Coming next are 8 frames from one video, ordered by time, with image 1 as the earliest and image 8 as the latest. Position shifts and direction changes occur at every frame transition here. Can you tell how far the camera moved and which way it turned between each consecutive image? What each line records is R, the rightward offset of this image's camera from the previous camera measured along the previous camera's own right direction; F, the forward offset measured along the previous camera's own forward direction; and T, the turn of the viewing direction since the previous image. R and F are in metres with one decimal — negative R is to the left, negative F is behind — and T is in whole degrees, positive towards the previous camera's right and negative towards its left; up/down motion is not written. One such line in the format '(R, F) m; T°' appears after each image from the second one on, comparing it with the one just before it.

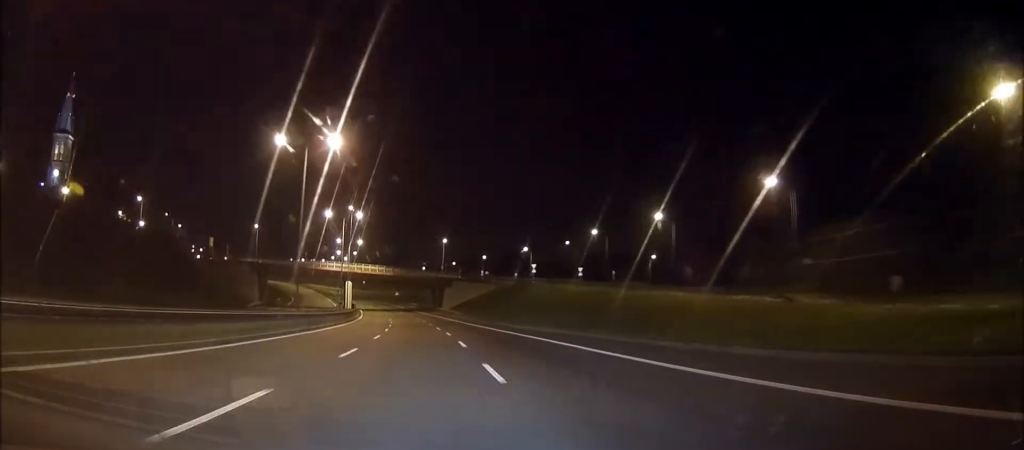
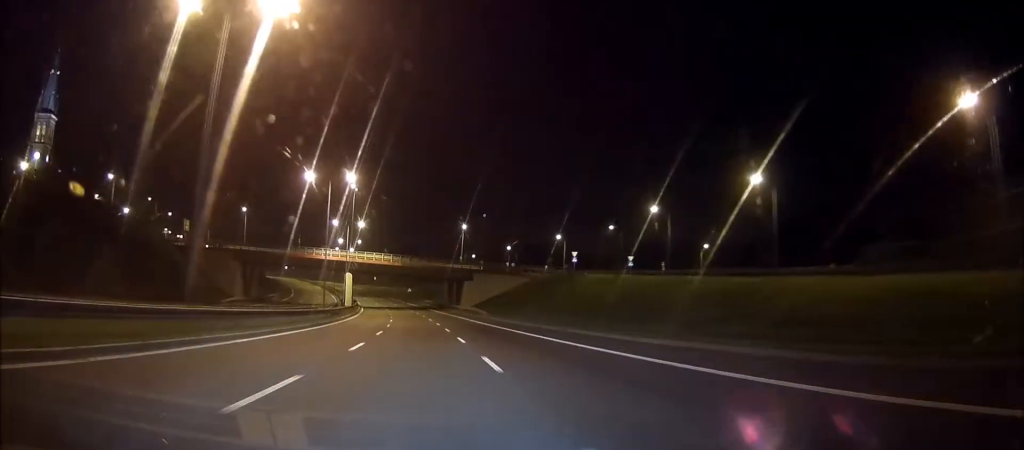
(-0.2, +22.4) m; -1°
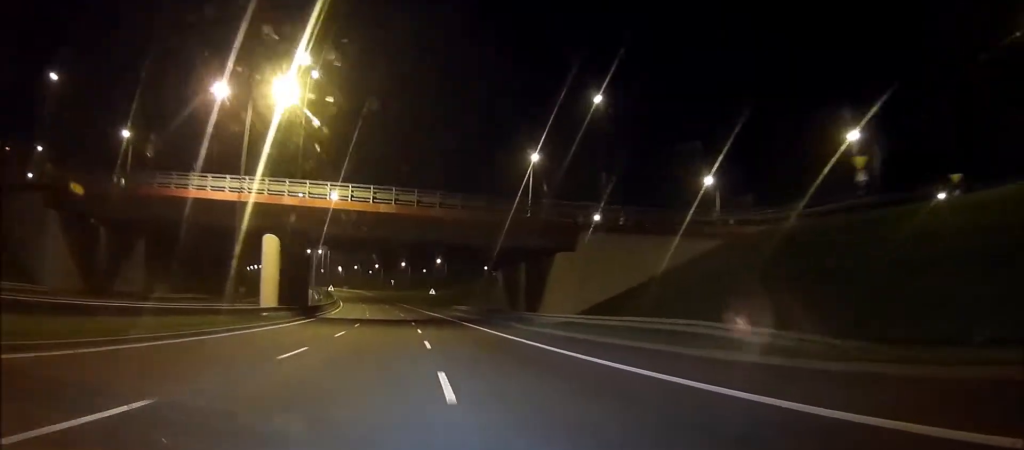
(-2.0, +64.4) m; -4°
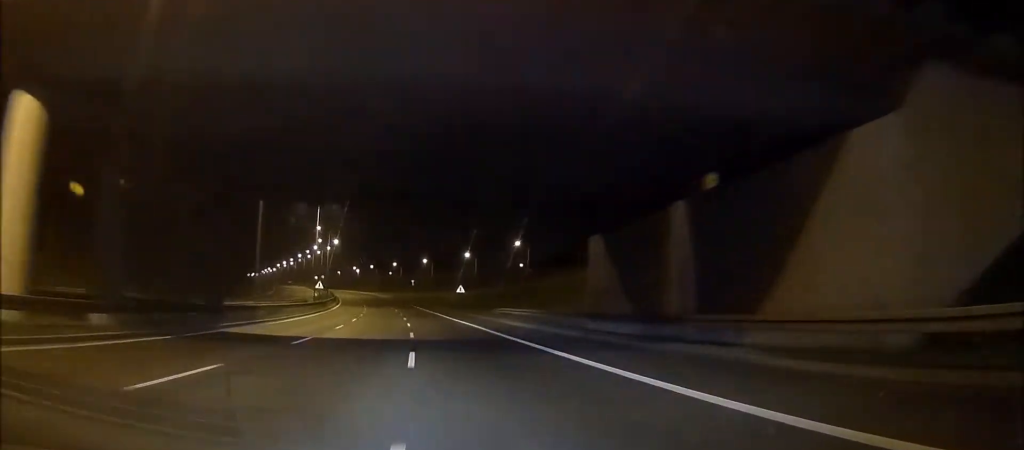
(-0.7, +31.1) m; -2°
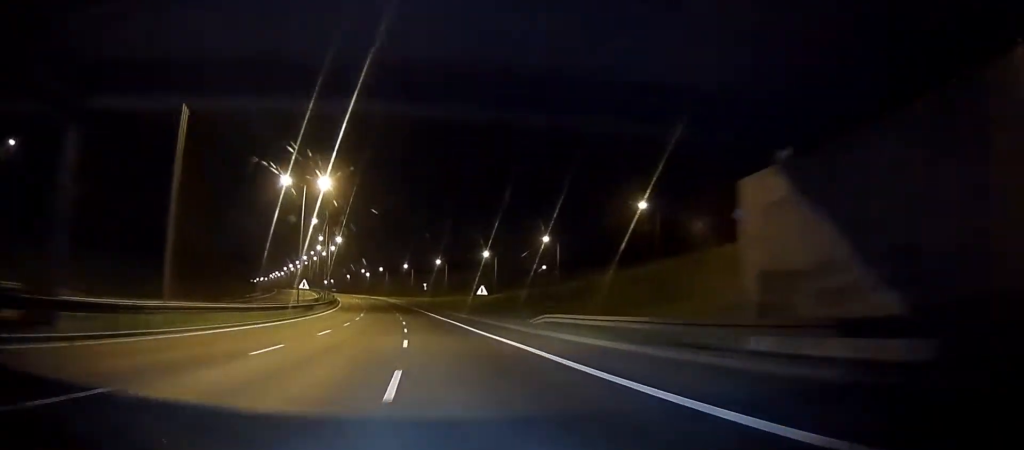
(-0.3, +16.5) m; -1°
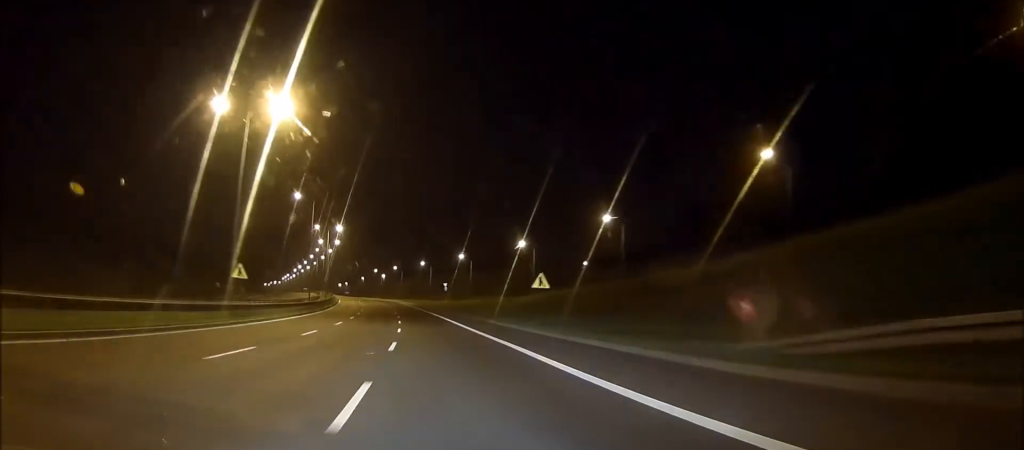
(0.0, +26.0) m; -2°
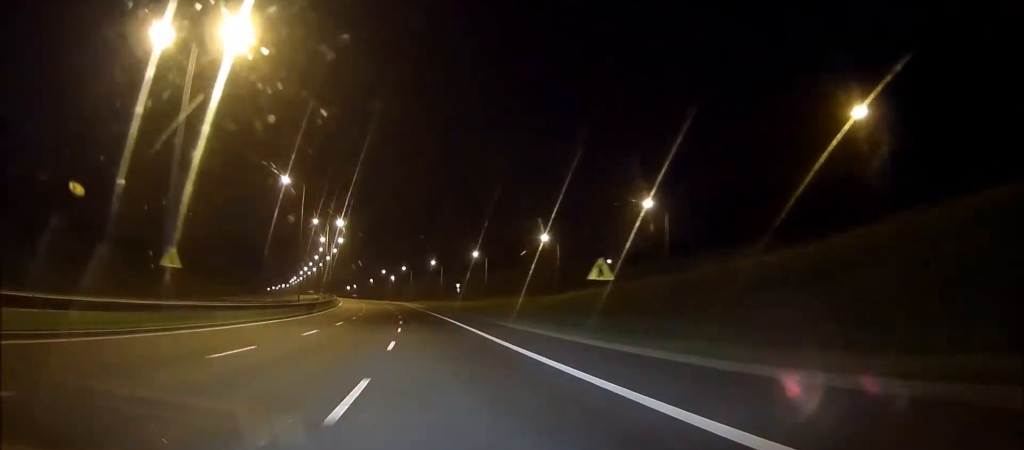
(-0.2, +11.5) m; -2°
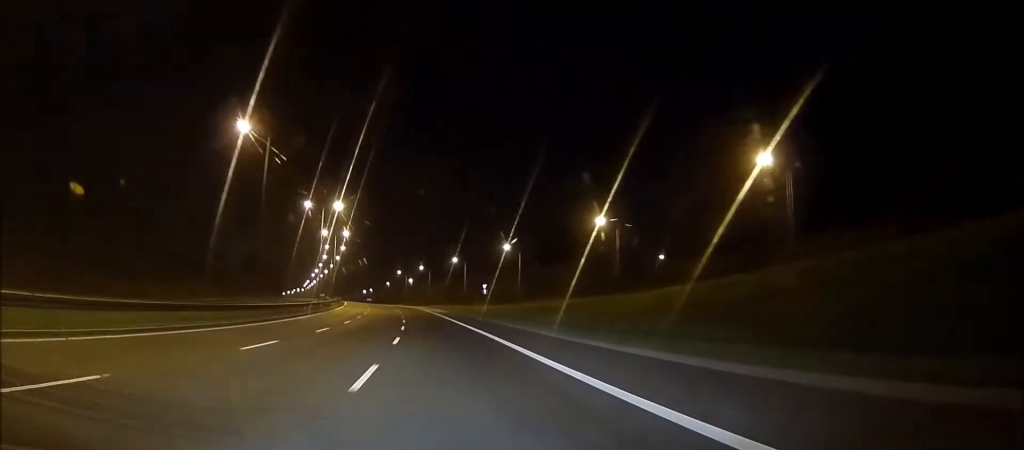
(-0.2, +21.1) m; -4°
